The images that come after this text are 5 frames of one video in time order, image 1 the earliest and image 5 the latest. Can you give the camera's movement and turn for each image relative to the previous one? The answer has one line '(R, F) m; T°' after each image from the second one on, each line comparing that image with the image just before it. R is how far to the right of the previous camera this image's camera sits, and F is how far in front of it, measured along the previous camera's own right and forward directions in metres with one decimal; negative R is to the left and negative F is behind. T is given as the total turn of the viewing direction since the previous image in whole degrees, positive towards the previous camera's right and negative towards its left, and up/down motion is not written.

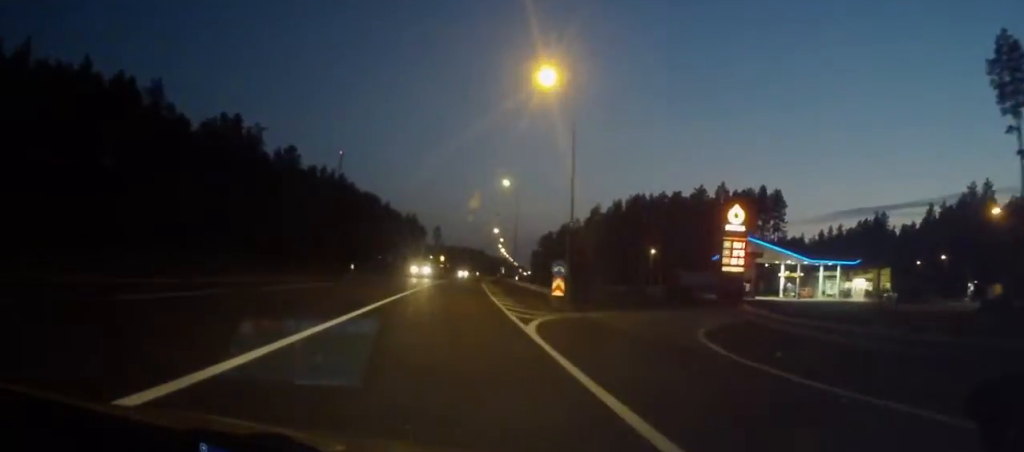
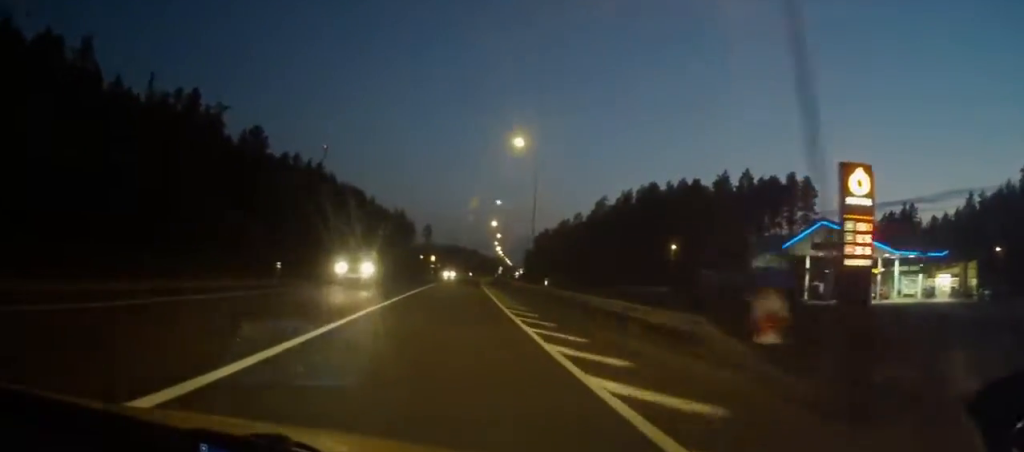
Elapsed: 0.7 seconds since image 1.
(+0.5, +19.4) m; +1°
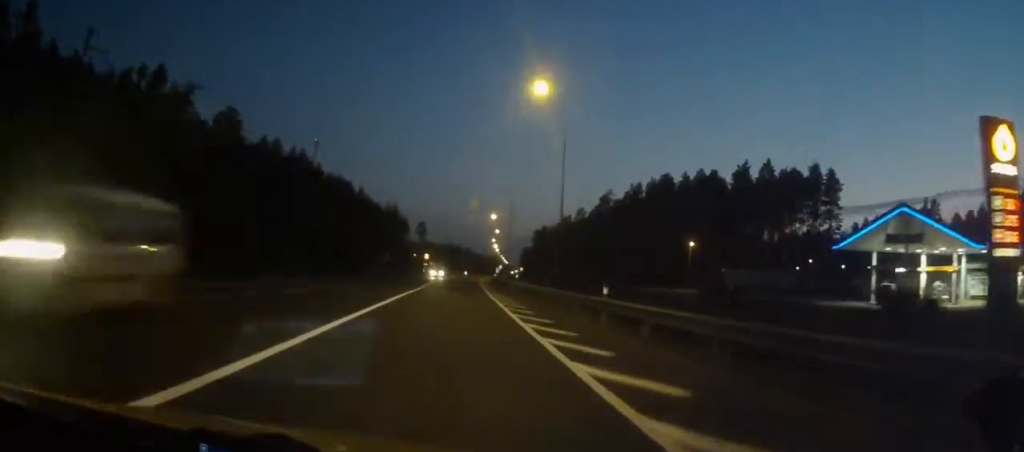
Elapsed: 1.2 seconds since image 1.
(+0.1, +12.9) m; 0°
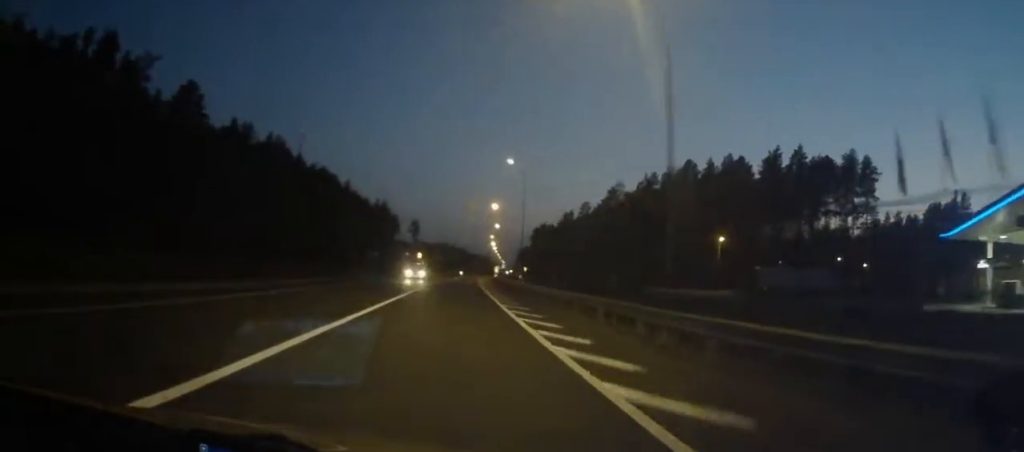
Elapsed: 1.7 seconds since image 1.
(0.0, +15.6) m; 0°
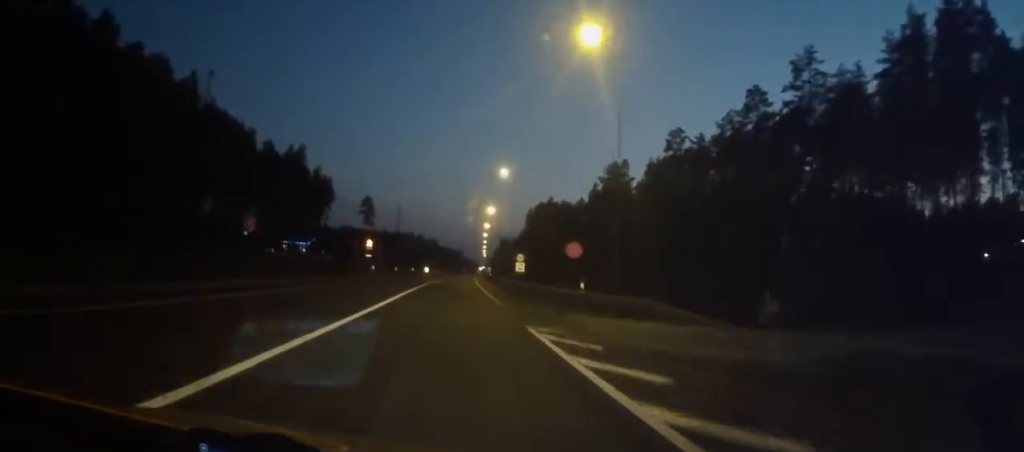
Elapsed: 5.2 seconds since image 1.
(+3.0, +96.0) m; +2°
